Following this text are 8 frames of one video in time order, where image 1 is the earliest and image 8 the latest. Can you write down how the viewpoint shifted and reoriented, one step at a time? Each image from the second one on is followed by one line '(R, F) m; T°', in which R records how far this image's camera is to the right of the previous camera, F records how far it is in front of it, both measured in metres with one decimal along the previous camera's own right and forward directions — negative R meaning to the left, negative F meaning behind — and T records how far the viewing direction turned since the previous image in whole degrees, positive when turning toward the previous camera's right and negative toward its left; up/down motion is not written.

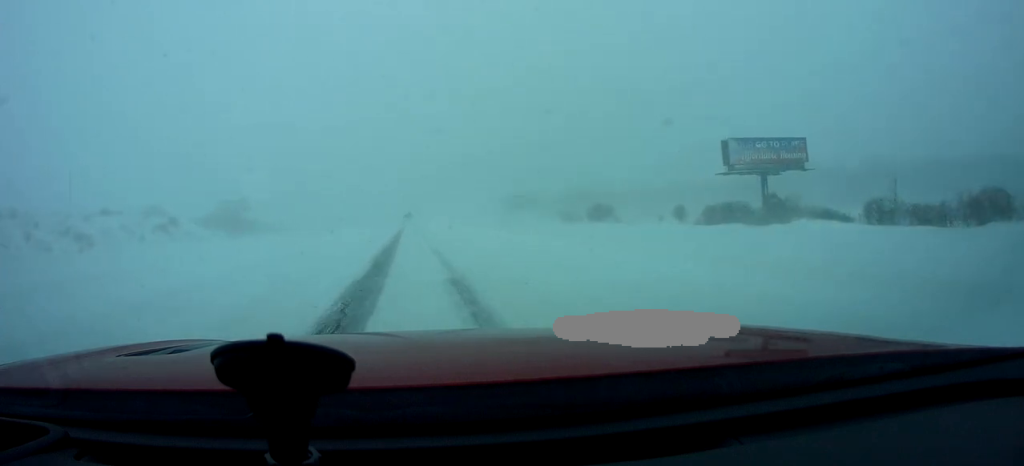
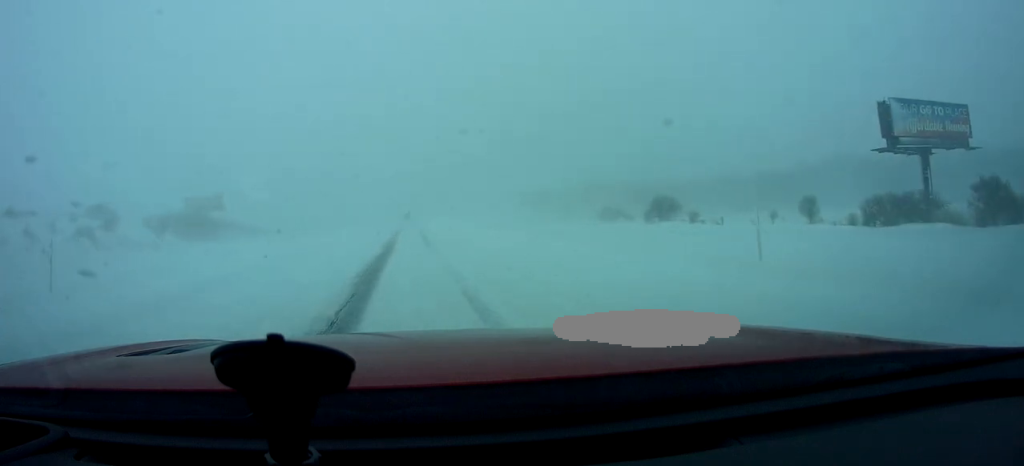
(-0.8, +29.5) m; -2°
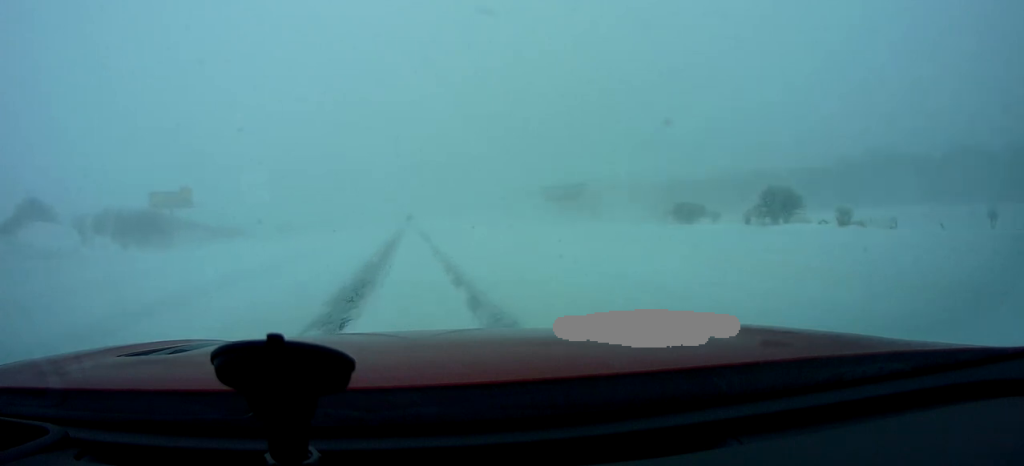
(+0.5, +28.7) m; +1°
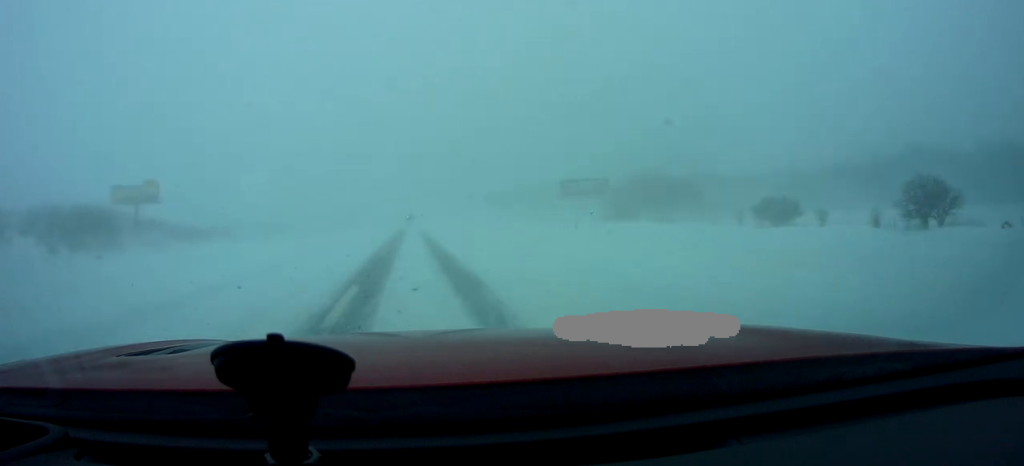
(-0.1, +21.1) m; -1°
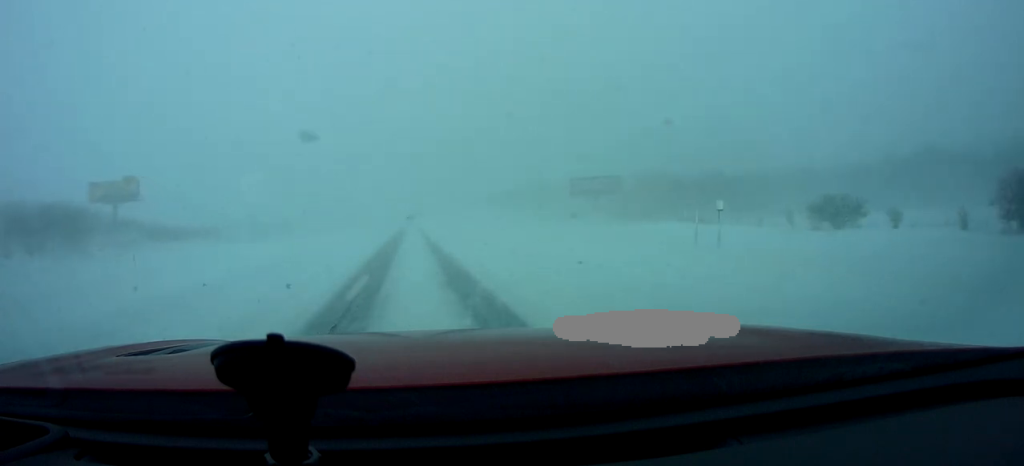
(+0.1, +10.1) m; -1°
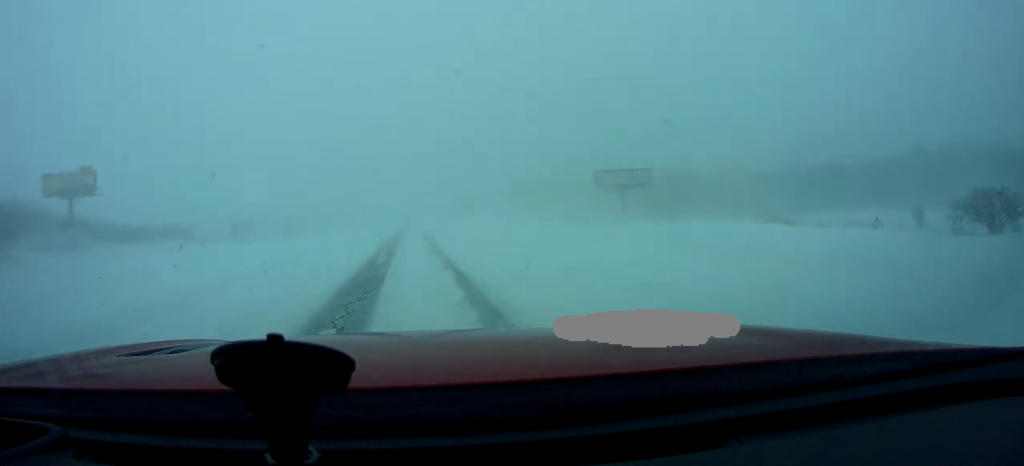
(-0.4, +18.5) m; 0°
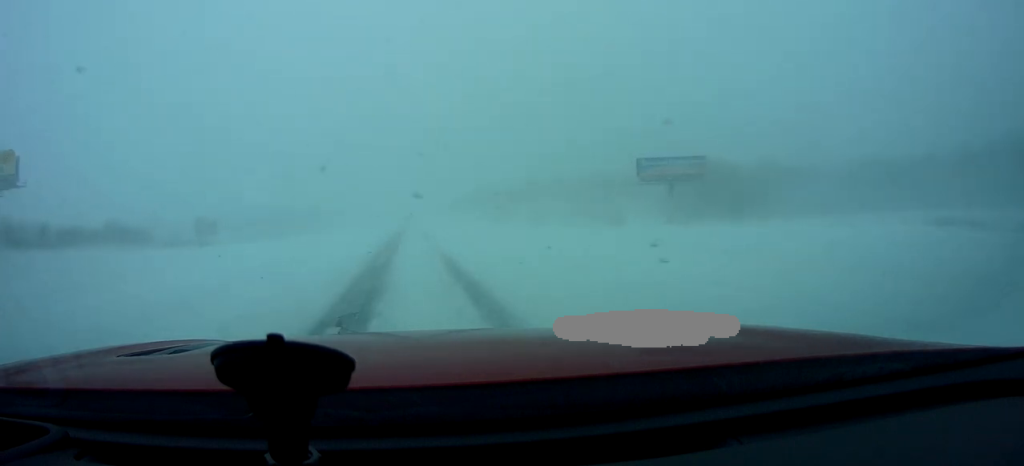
(+0.5, +24.4) m; +1°
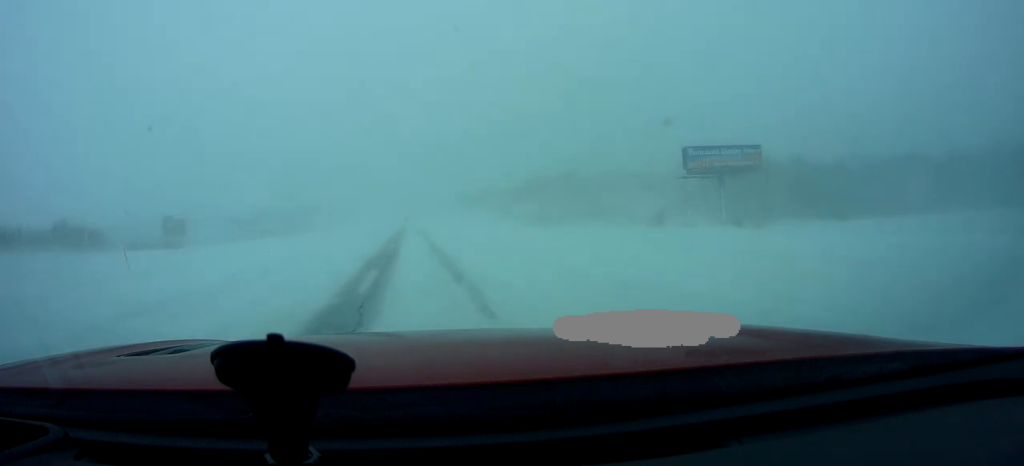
(0.0, +17.9) m; 0°
